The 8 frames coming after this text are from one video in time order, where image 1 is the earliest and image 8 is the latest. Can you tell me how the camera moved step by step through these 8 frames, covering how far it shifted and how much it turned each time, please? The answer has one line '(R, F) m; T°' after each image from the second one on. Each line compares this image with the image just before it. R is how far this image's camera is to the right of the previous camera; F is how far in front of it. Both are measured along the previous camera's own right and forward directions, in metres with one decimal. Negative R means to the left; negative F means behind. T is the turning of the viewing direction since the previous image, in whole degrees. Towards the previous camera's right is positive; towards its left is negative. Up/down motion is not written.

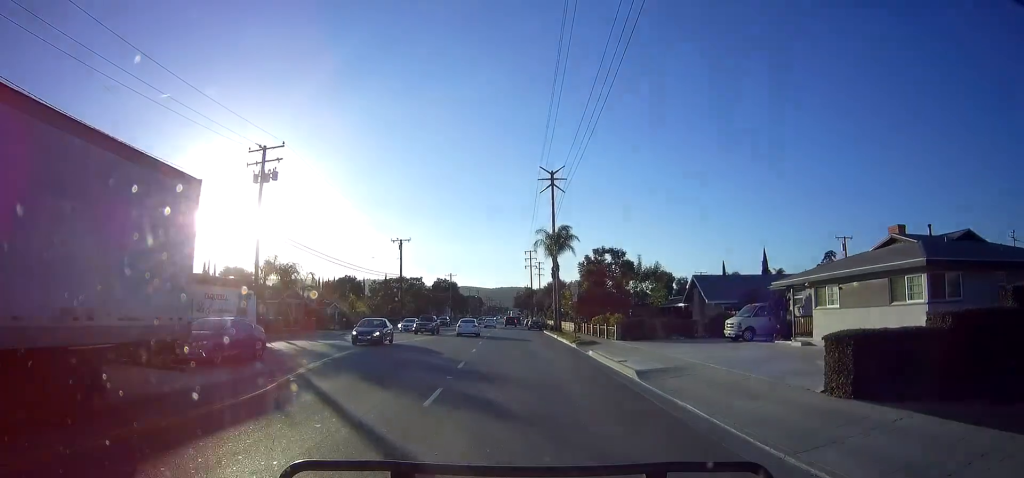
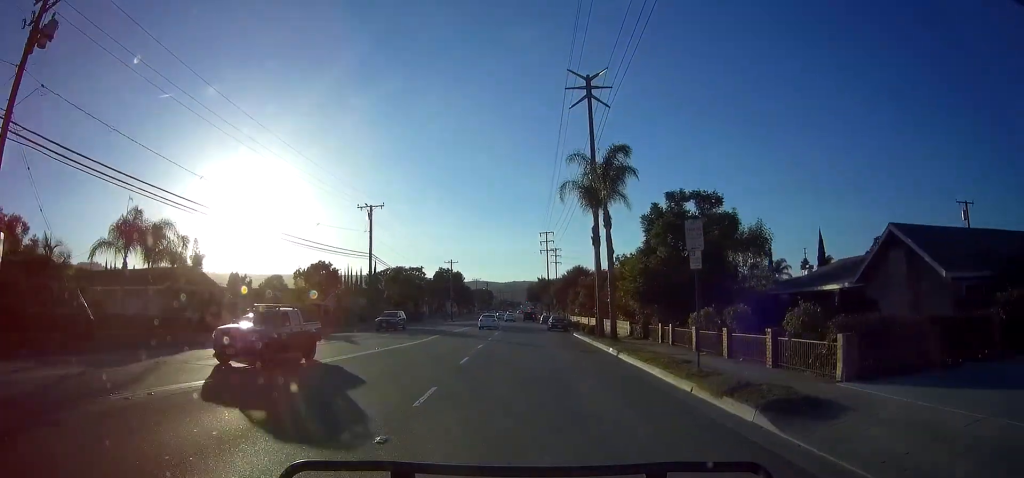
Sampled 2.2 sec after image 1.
(+0.3, +22.6) m; 0°
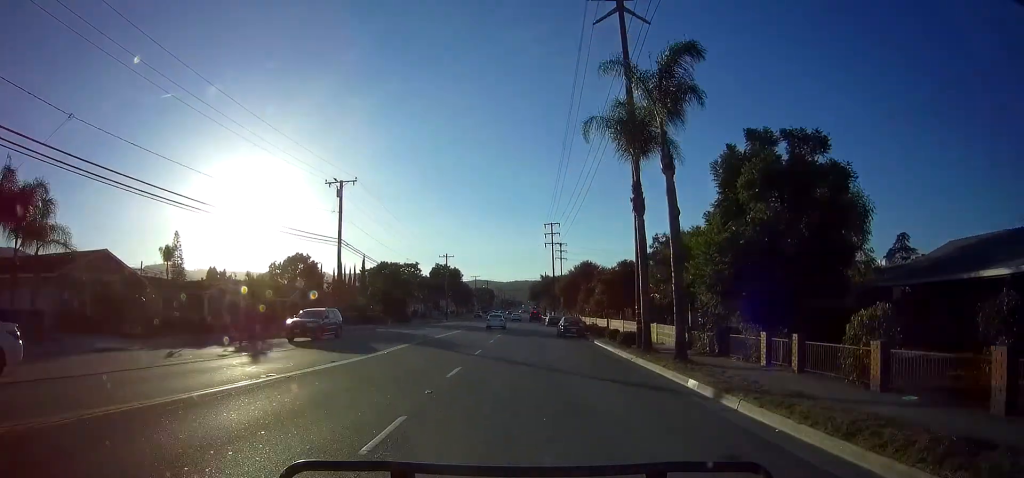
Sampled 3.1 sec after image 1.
(-0.2, +10.9) m; -1°
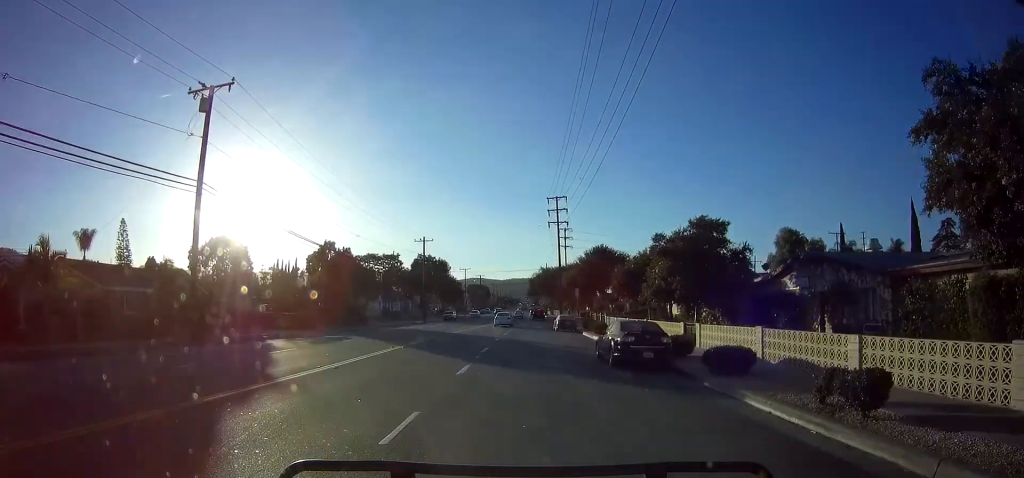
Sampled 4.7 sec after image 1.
(+0.3, +21.9) m; +3°
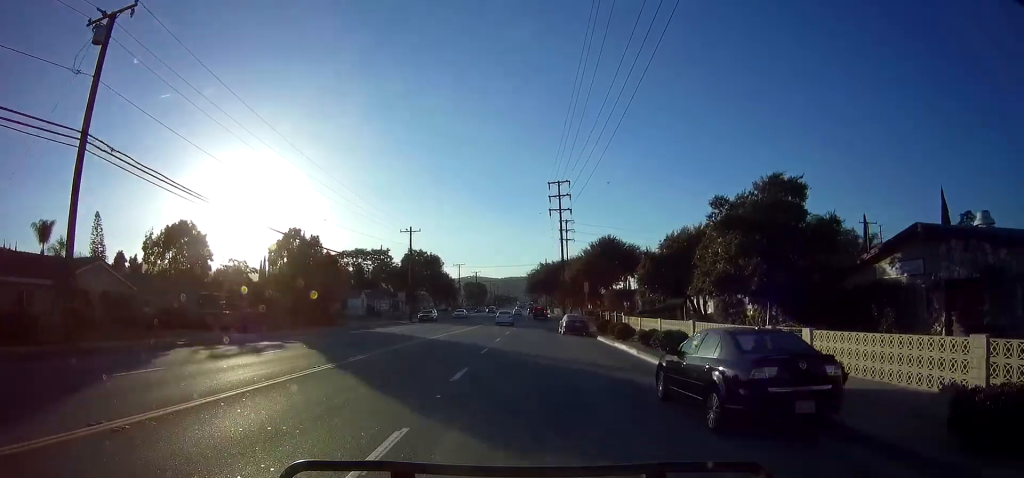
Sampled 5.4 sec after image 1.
(+0.1, +8.8) m; -1°
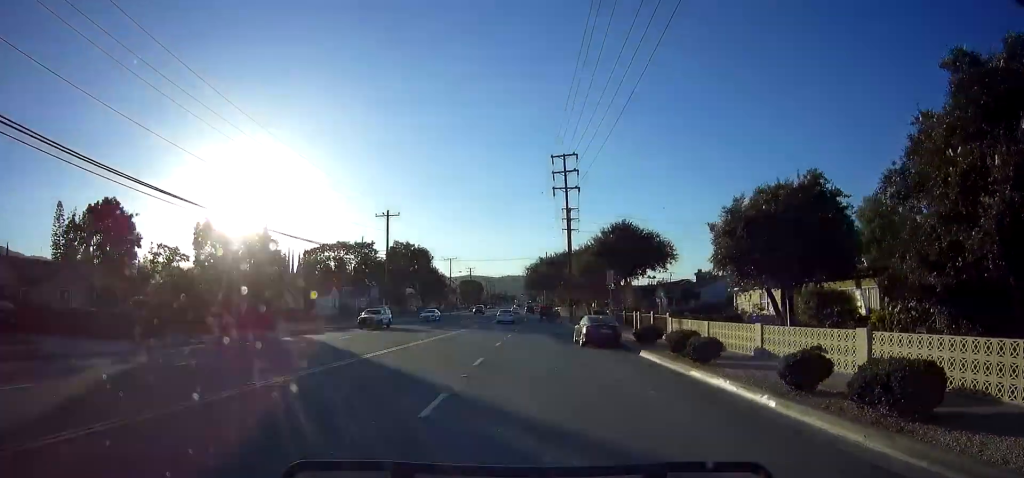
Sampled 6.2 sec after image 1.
(-0.2, +12.1) m; 0°
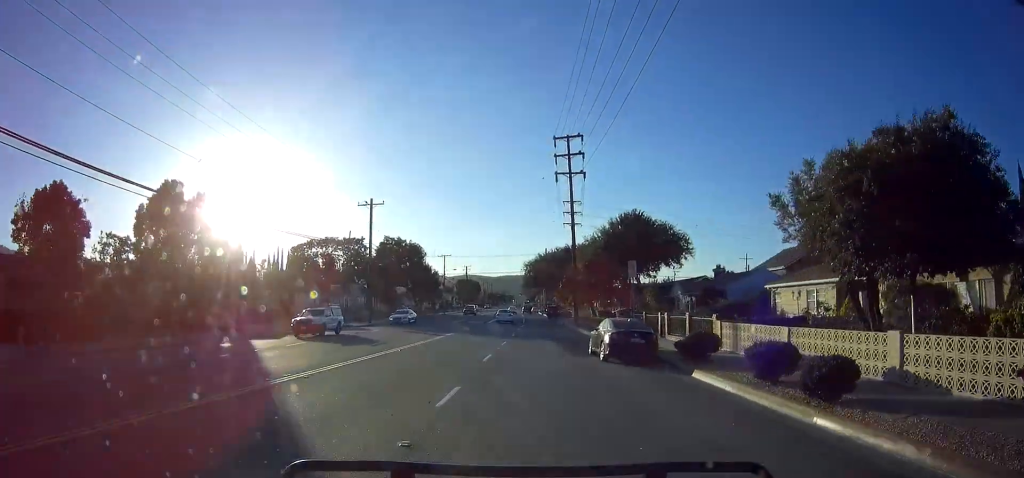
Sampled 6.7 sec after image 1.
(-0.2, +6.6) m; 0°
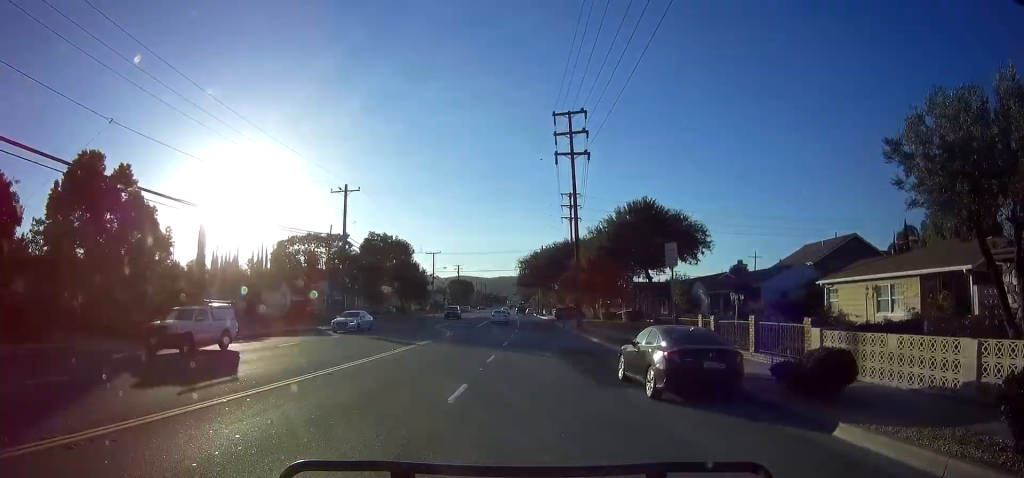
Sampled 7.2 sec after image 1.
(+0.3, +7.0) m; +1°
